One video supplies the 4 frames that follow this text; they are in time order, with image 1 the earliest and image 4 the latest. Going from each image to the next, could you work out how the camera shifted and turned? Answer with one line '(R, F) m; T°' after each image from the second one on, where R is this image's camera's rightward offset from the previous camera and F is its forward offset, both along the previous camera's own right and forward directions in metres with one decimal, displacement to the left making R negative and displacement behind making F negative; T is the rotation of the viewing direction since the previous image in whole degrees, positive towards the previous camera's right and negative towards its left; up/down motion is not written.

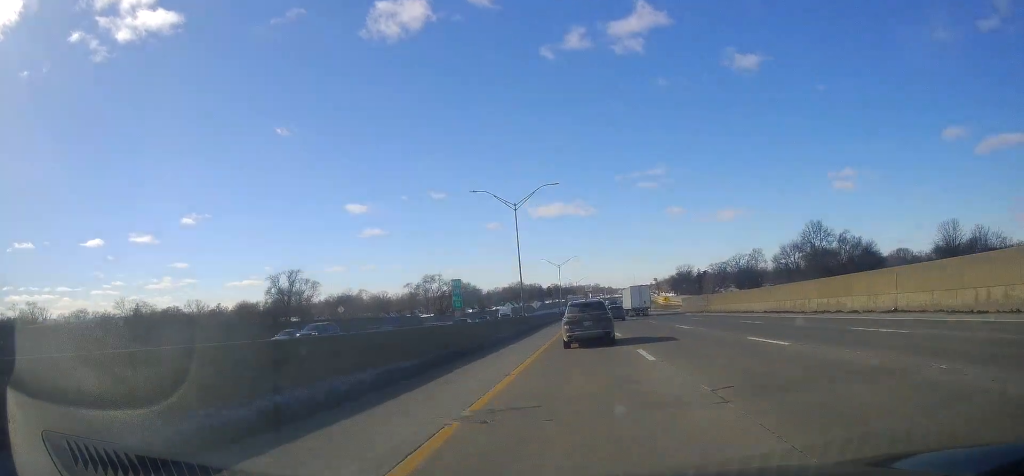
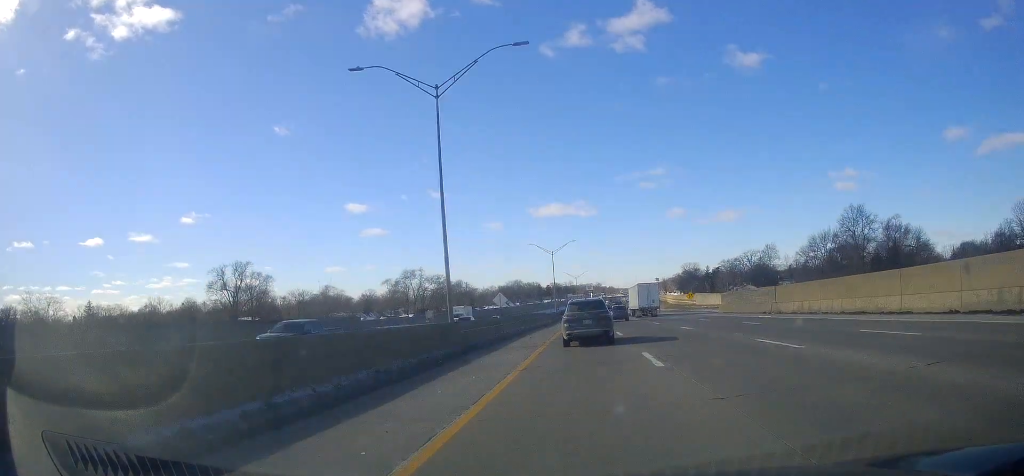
(+0.9, +31.0) m; +1°
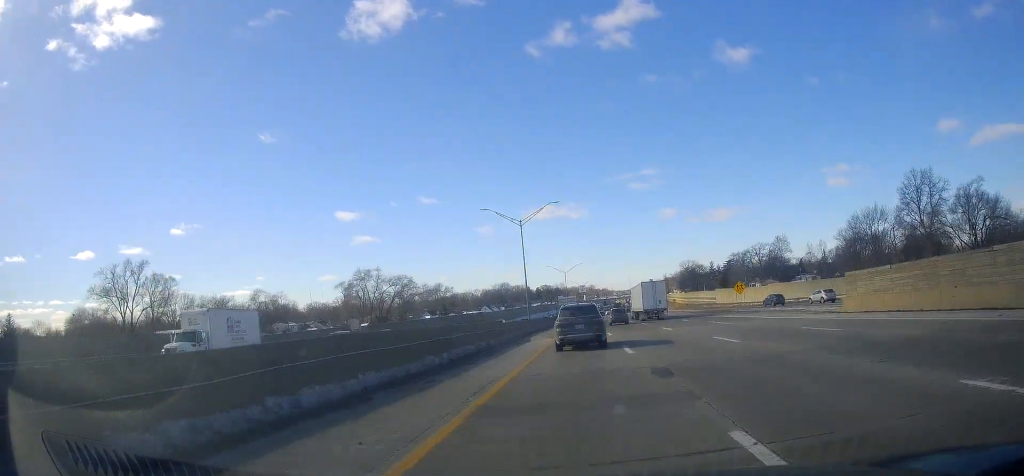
(-0.3, +40.5) m; 0°
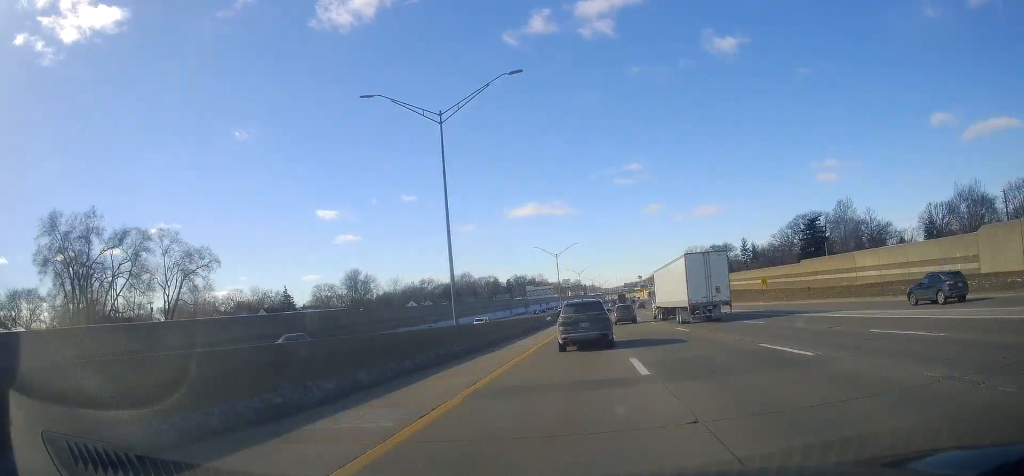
(+0.9, +116.6) m; +1°
